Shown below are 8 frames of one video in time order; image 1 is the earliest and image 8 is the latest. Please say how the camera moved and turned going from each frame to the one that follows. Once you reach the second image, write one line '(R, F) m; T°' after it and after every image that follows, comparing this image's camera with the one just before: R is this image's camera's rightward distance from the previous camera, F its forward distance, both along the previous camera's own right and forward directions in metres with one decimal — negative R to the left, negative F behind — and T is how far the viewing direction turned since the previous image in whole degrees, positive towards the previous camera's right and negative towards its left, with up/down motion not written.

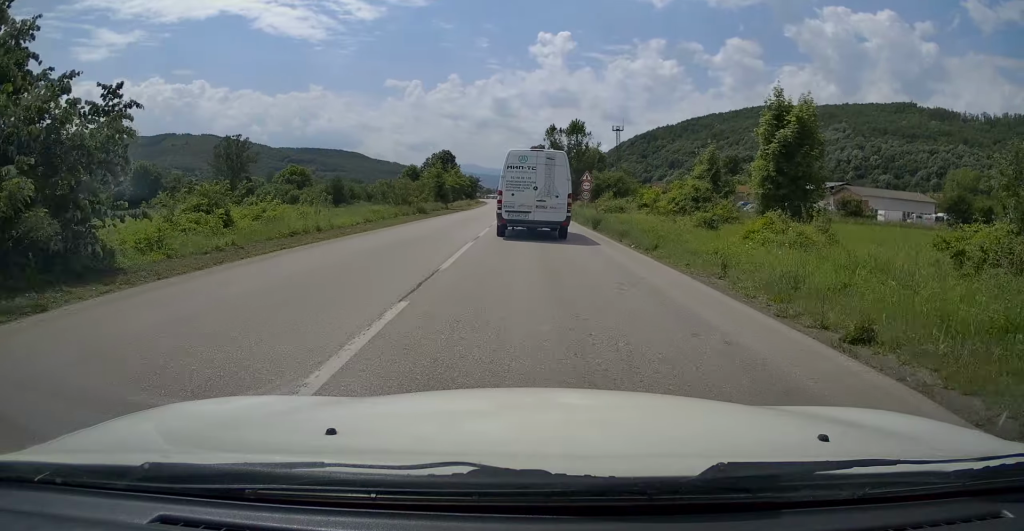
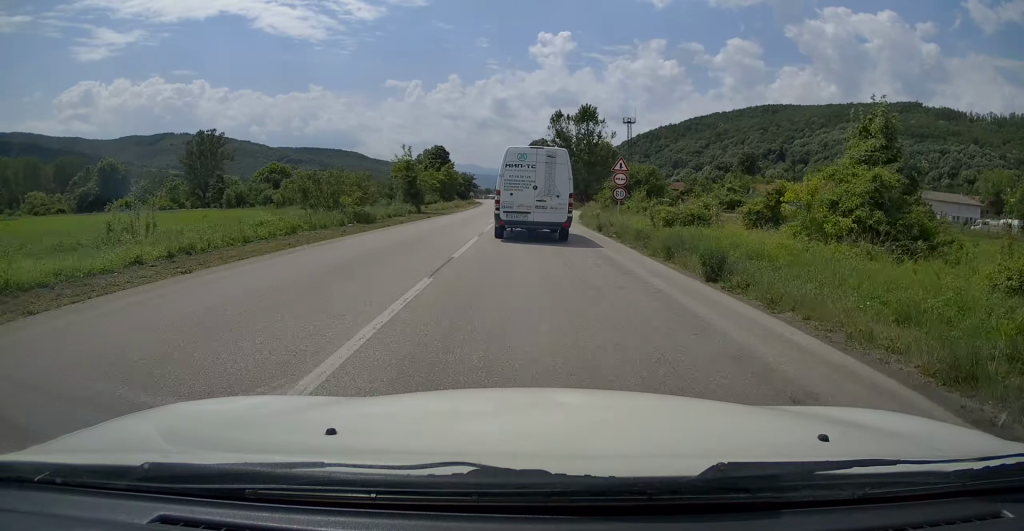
(0.0, +16.3) m; 0°
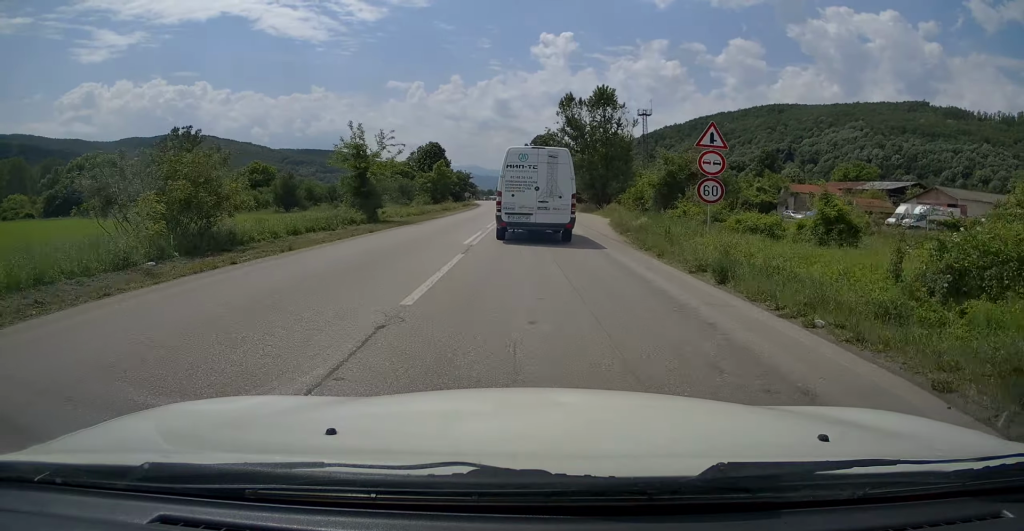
(+0.1, +14.6) m; 0°
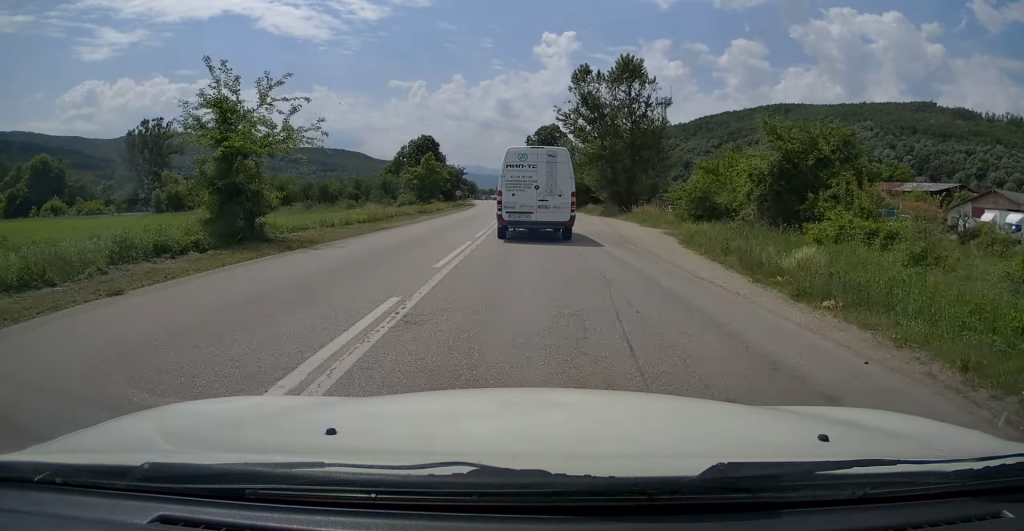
(0.0, +14.9) m; 0°
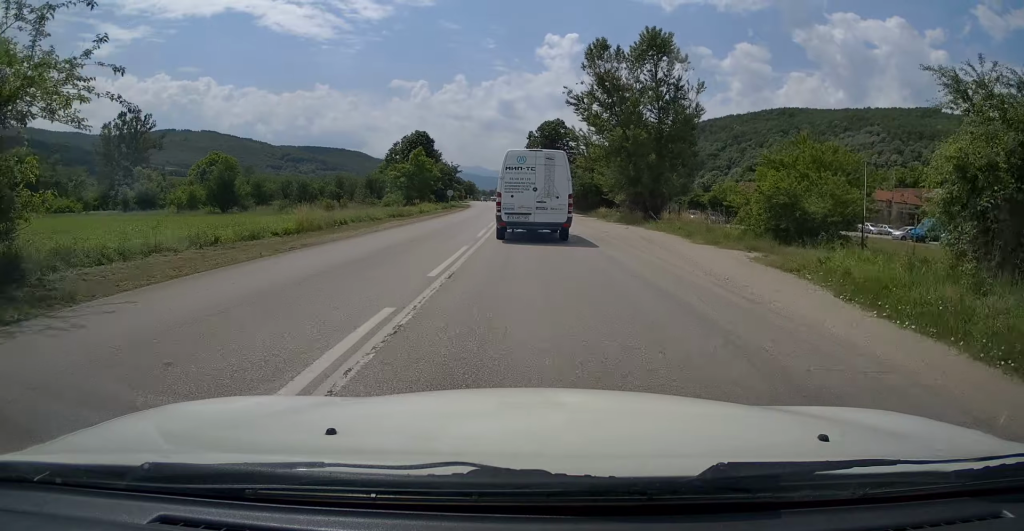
(0.0, +9.9) m; 0°
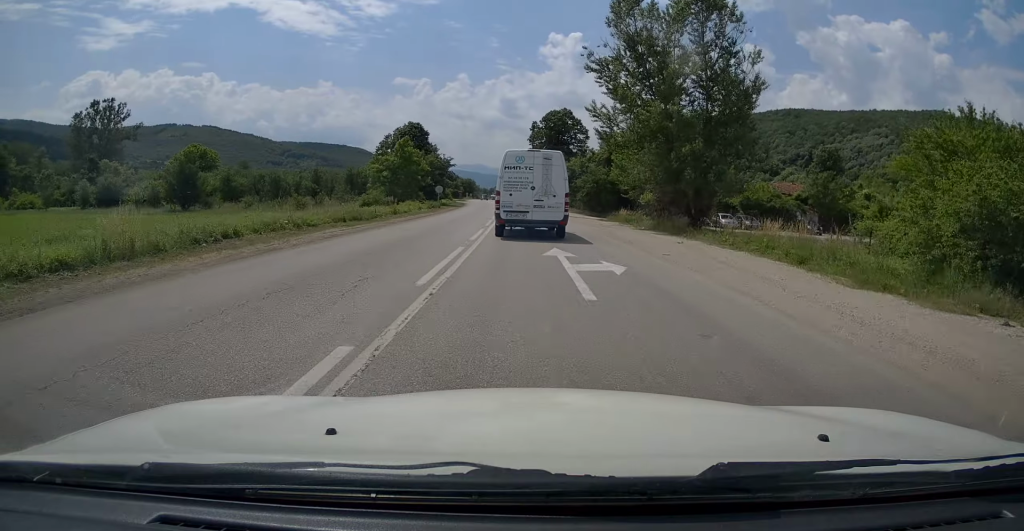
(0.0, +10.8) m; 0°
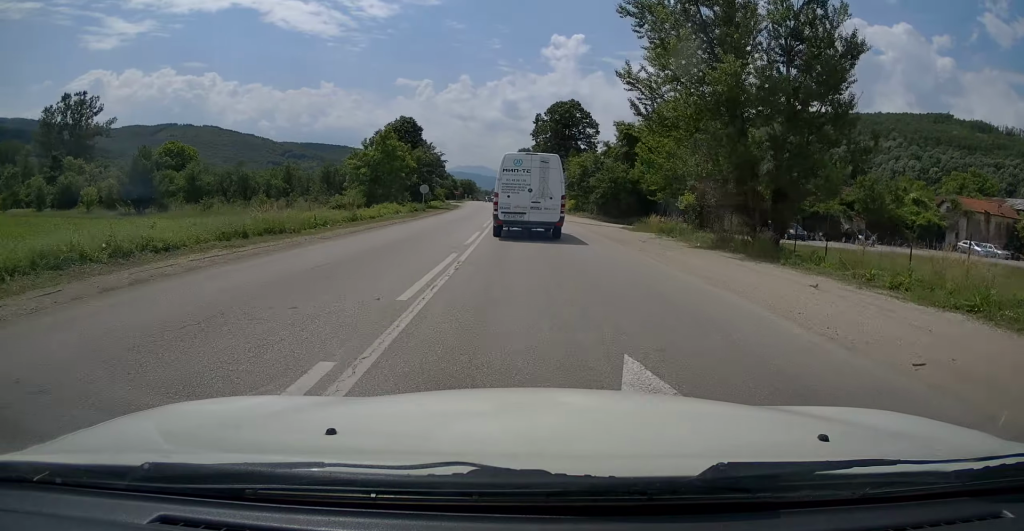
(0.0, +10.2) m; 0°
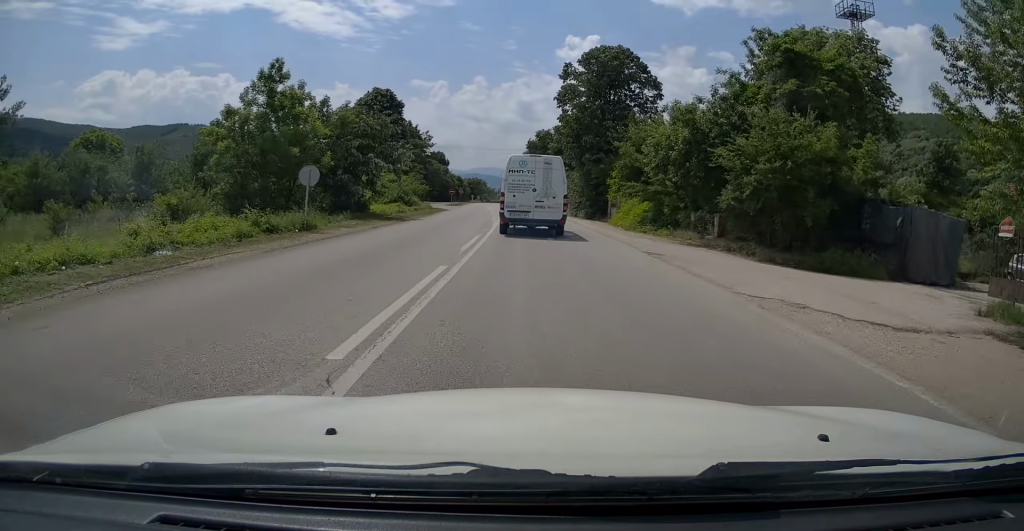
(-0.4, +29.6) m; -1°
